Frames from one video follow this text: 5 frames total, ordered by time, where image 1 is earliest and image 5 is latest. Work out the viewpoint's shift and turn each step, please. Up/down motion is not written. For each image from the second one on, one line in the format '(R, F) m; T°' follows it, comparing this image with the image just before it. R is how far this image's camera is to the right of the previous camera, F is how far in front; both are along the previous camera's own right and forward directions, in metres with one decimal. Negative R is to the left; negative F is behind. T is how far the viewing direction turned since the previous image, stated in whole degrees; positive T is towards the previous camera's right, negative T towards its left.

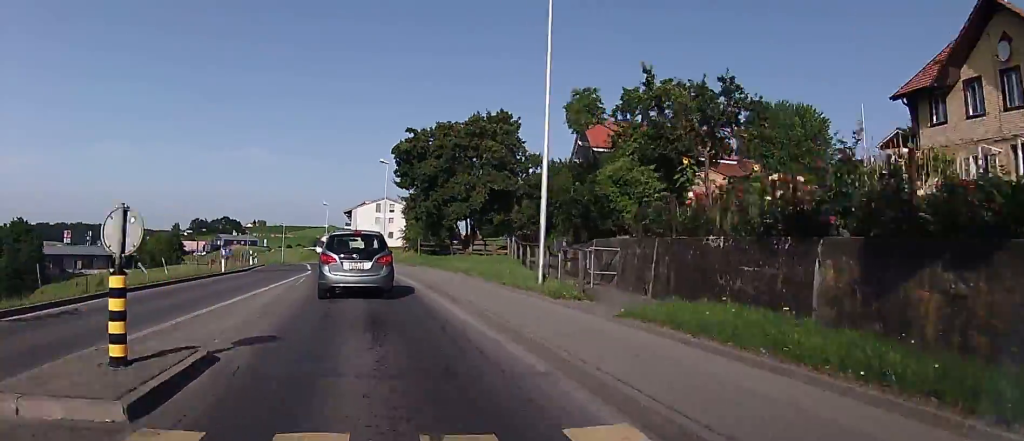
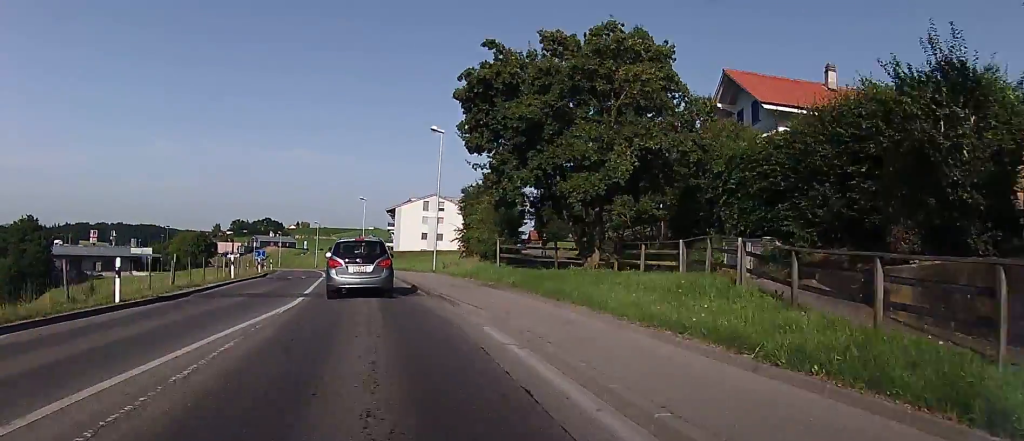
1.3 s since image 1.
(+0.1, +16.4) m; 0°
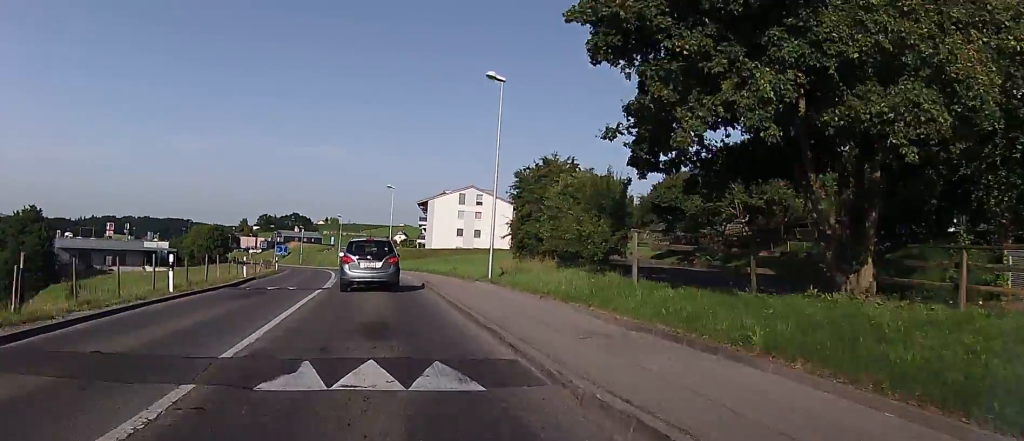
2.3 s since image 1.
(-0.1, +12.0) m; -3°
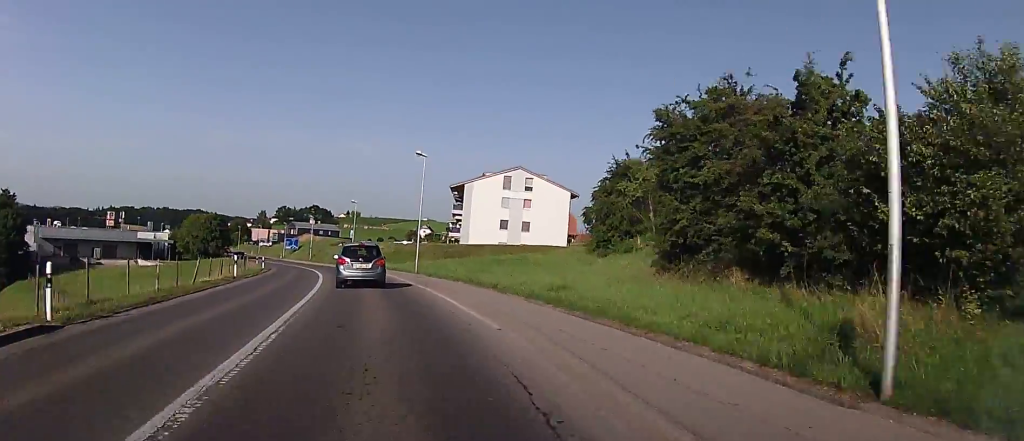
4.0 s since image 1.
(-1.5, +20.6) m; -4°
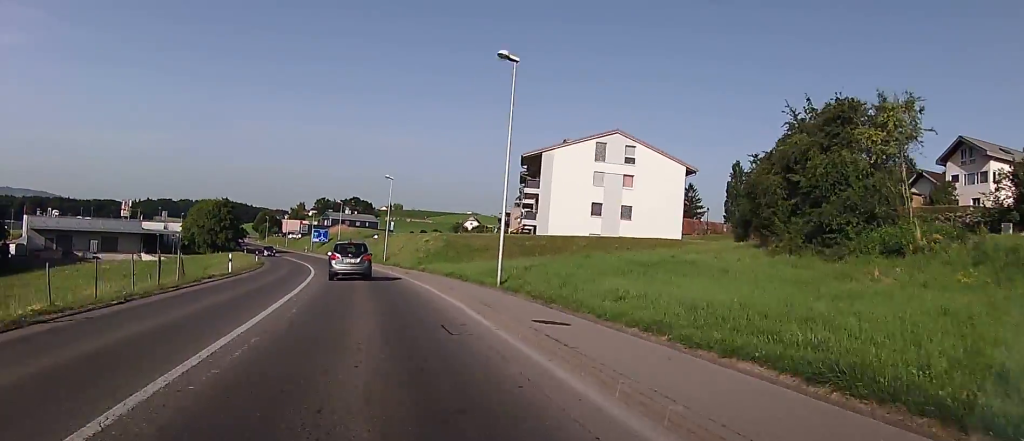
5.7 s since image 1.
(+0.1, +23.0) m; -2°
